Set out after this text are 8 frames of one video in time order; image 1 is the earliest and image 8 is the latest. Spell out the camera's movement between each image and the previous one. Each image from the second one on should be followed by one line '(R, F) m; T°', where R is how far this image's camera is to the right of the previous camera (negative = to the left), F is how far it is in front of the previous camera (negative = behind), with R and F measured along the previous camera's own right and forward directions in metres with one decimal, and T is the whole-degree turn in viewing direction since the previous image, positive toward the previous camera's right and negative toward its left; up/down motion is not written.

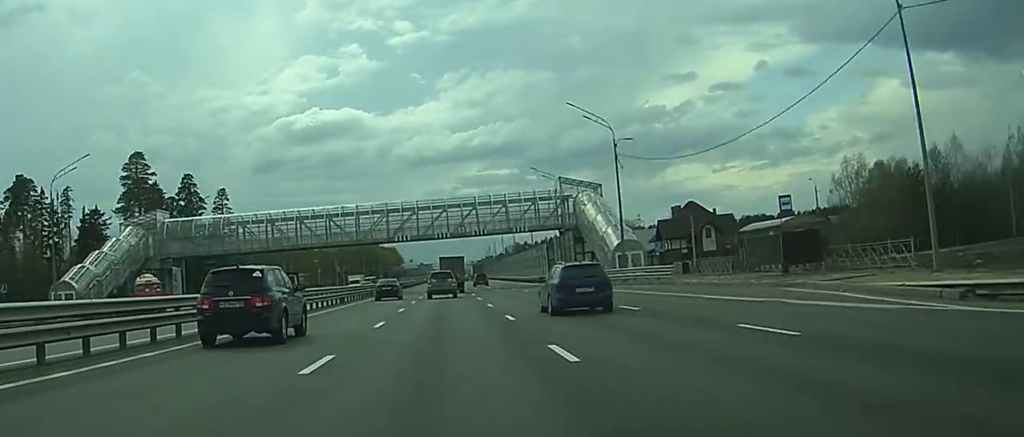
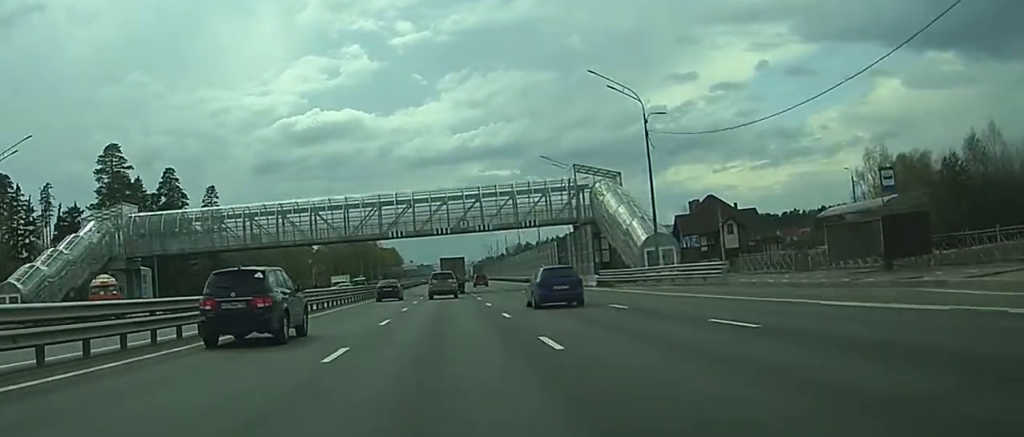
(+0.1, +9.8) m; 0°
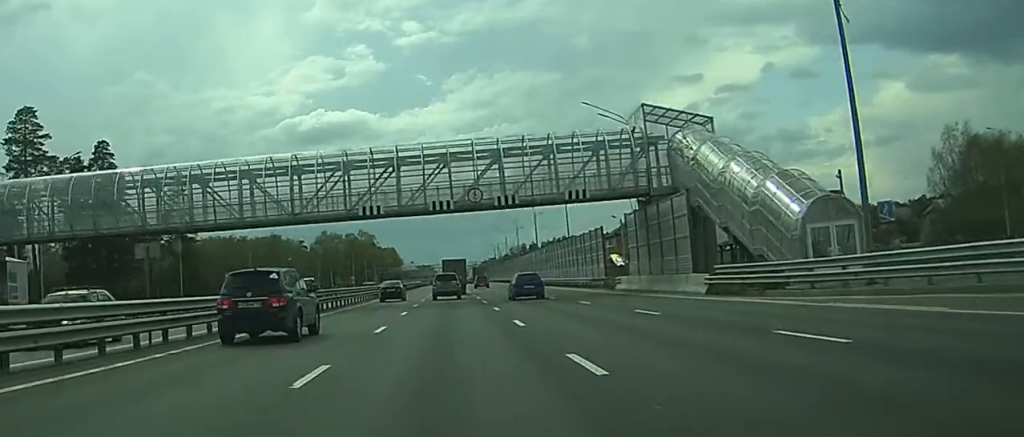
(+0.1, +26.9) m; 0°
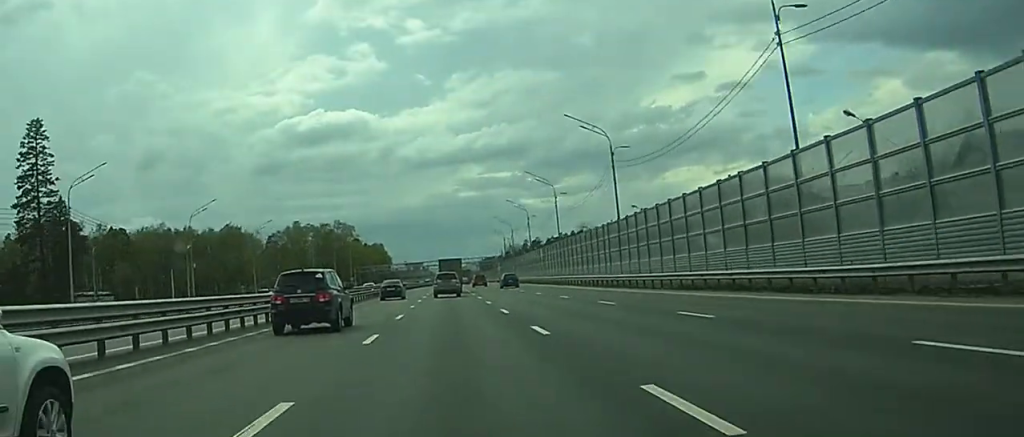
(-0.8, +63.6) m; -3°
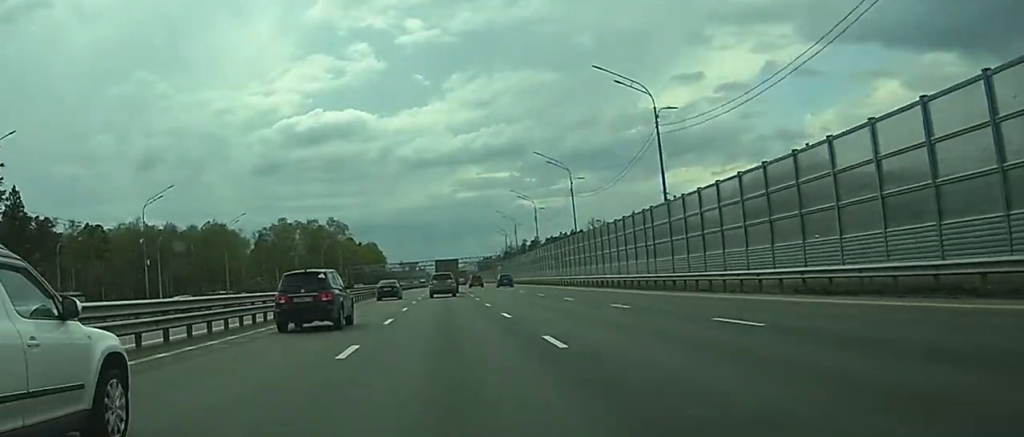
(-0.2, +15.4) m; -1°
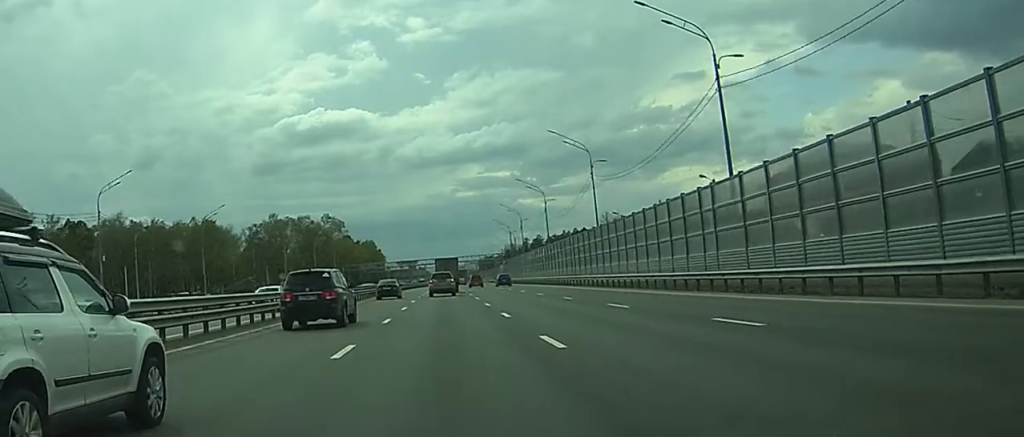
(0.0, +12.1) m; 0°
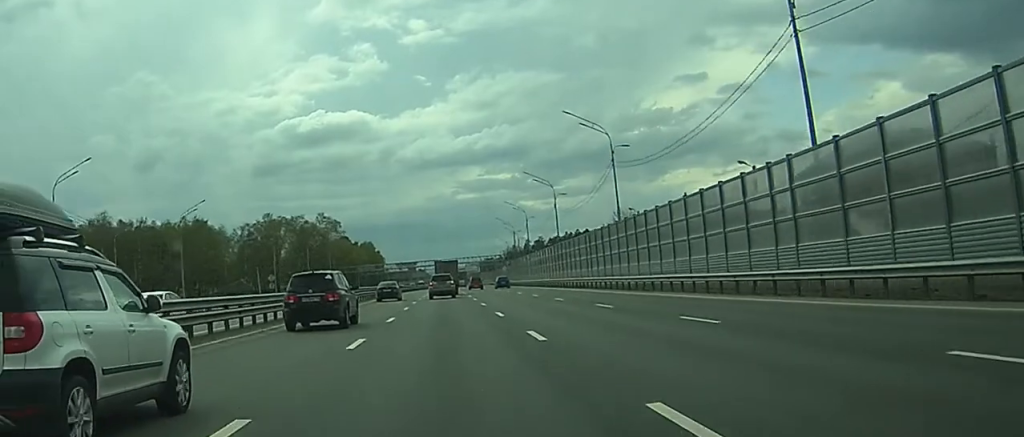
(0.0, +9.4) m; 0°
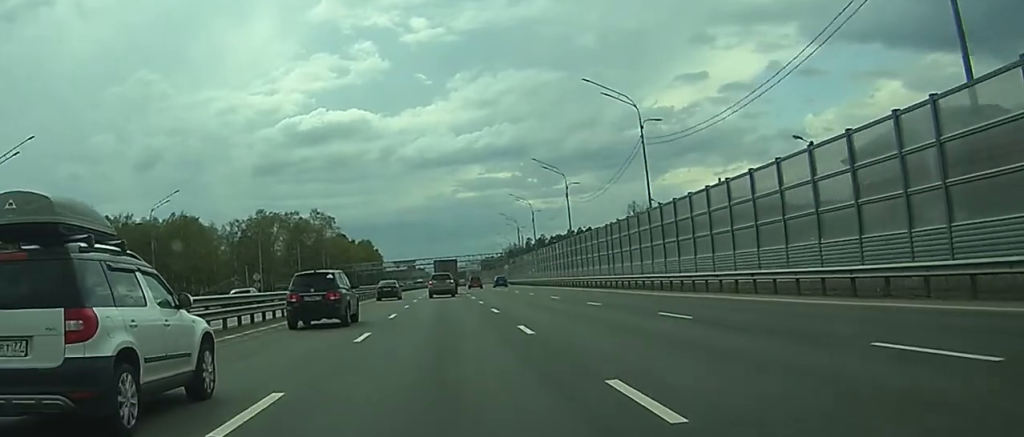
(0.0, +10.1) m; +1°
